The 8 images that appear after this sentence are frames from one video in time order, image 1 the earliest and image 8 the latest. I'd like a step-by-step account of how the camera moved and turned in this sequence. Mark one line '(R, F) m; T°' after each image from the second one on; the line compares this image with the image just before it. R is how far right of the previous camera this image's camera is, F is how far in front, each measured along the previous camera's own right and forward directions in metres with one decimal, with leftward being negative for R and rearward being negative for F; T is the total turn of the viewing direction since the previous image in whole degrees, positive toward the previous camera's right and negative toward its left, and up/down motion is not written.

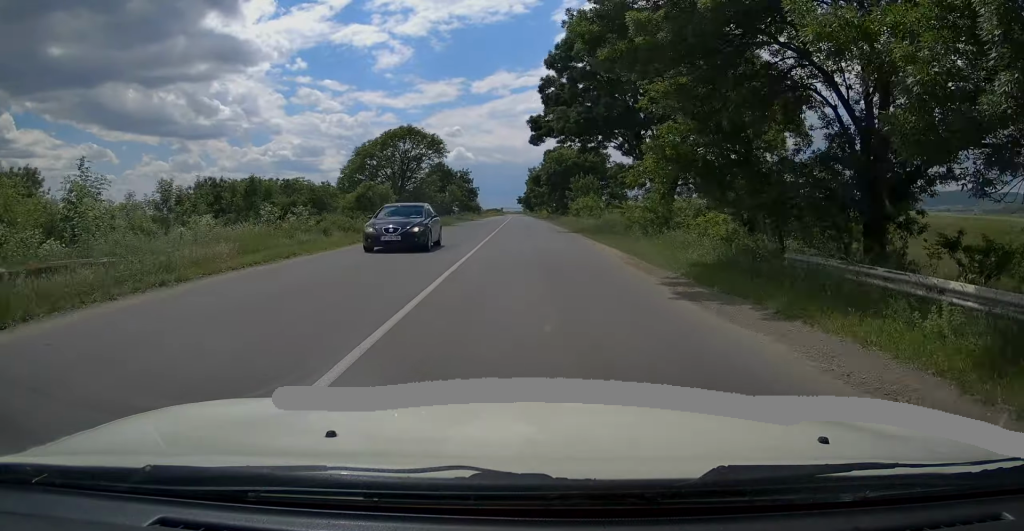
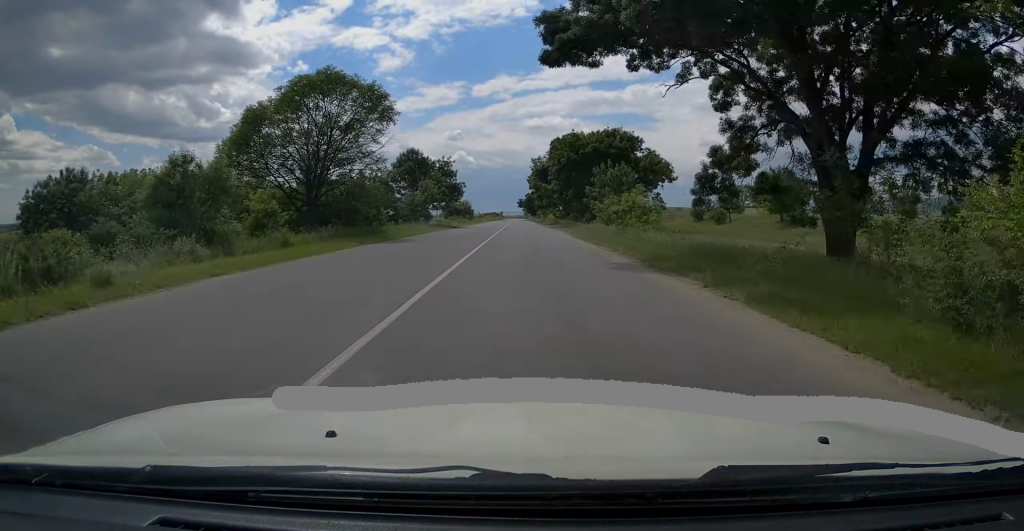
(+0.3, +21.5) m; 0°
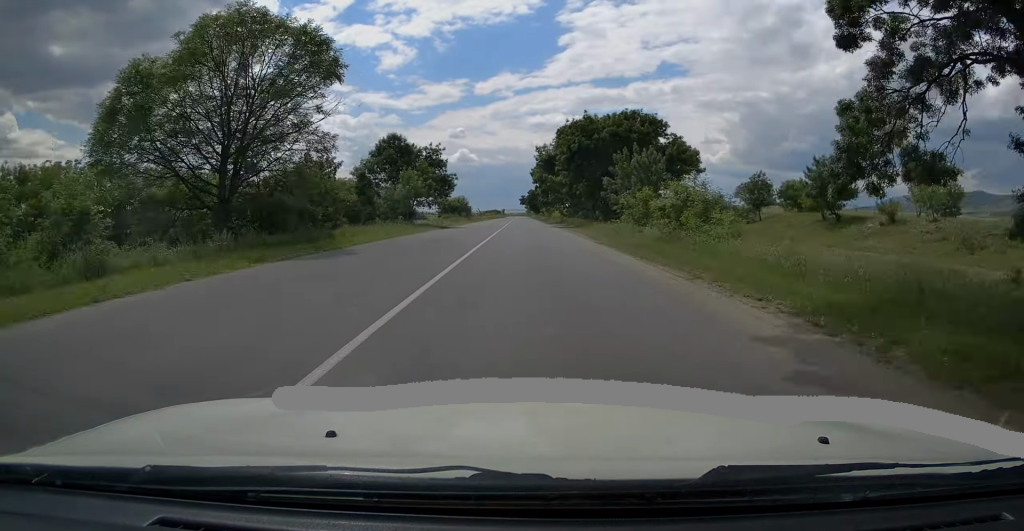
(0.0, +9.6) m; 0°
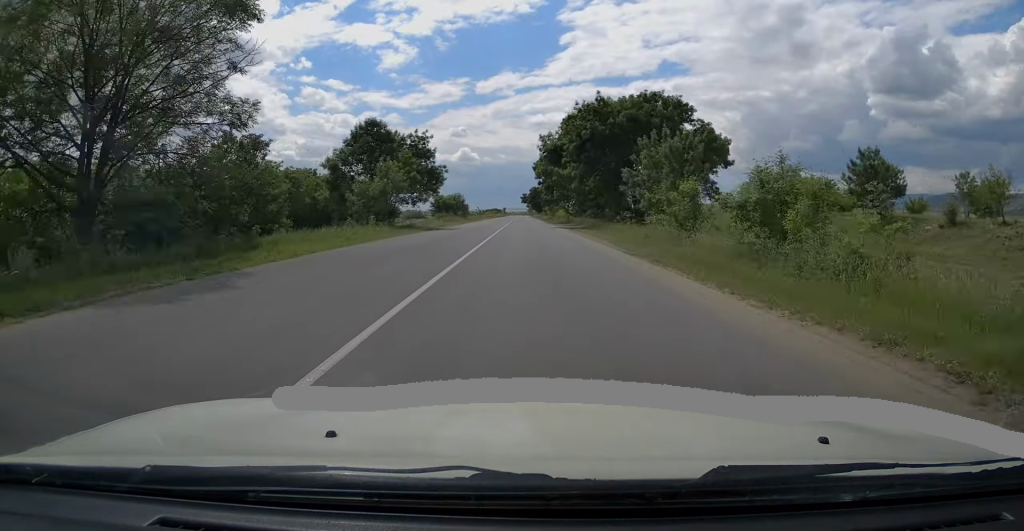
(-0.2, +7.7) m; 0°
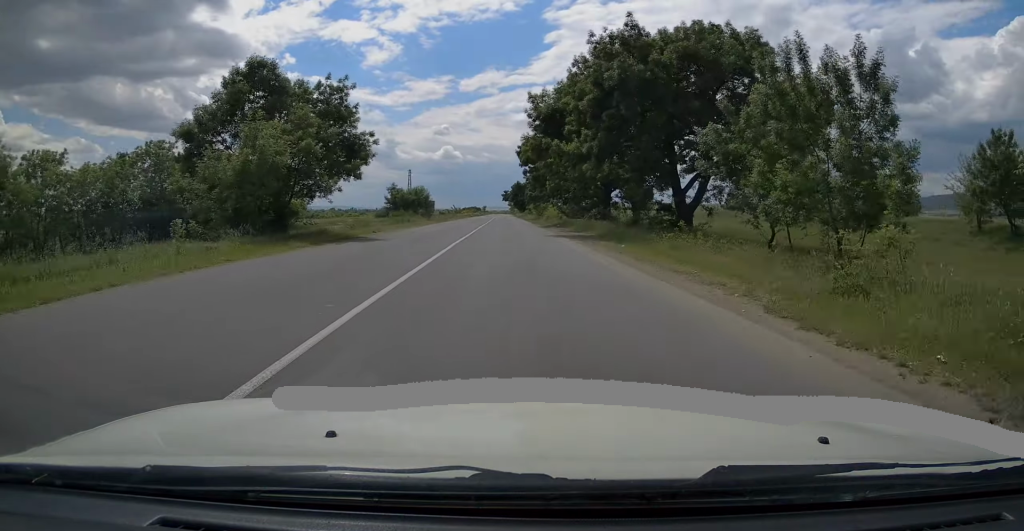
(0.0, +17.3) m; +1°
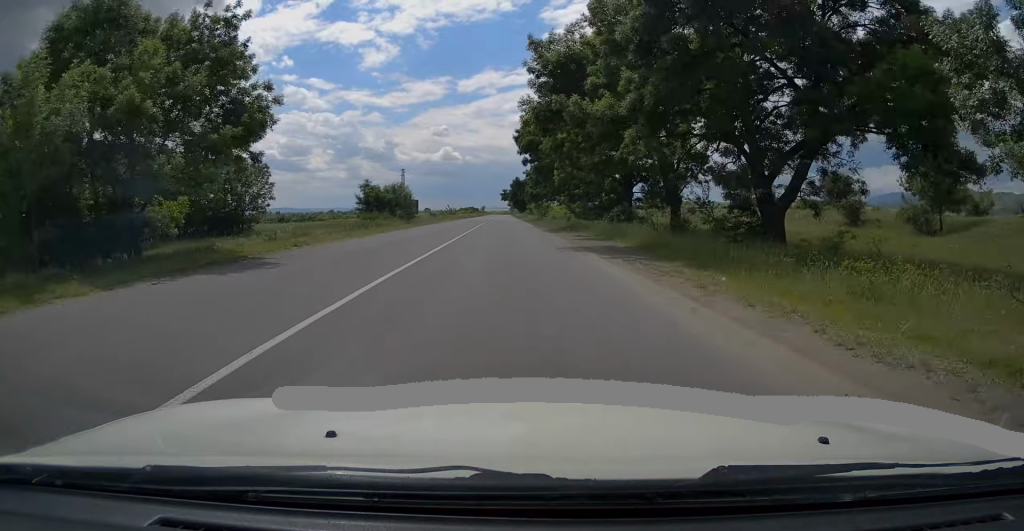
(+0.2, +10.8) m; +1°
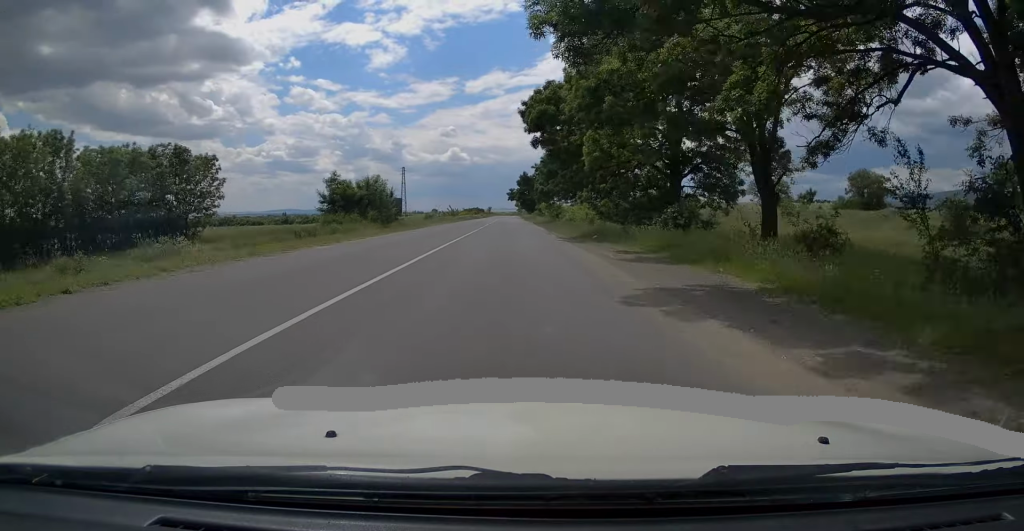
(-0.1, +11.4) m; 0°
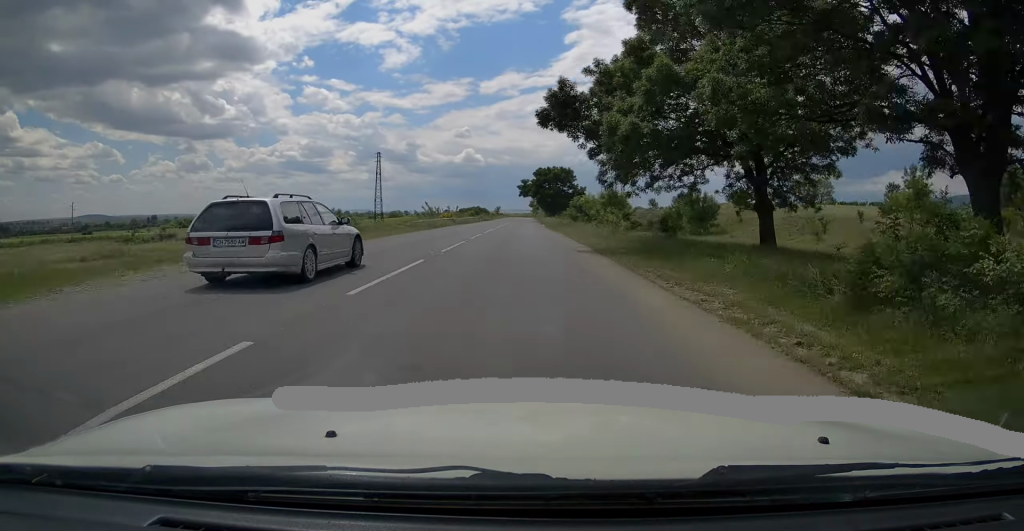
(-0.1, +46.4) m; -1°
